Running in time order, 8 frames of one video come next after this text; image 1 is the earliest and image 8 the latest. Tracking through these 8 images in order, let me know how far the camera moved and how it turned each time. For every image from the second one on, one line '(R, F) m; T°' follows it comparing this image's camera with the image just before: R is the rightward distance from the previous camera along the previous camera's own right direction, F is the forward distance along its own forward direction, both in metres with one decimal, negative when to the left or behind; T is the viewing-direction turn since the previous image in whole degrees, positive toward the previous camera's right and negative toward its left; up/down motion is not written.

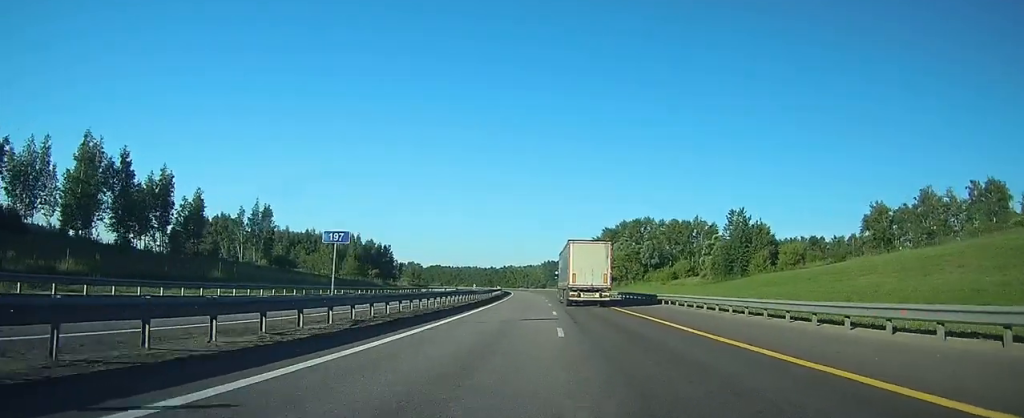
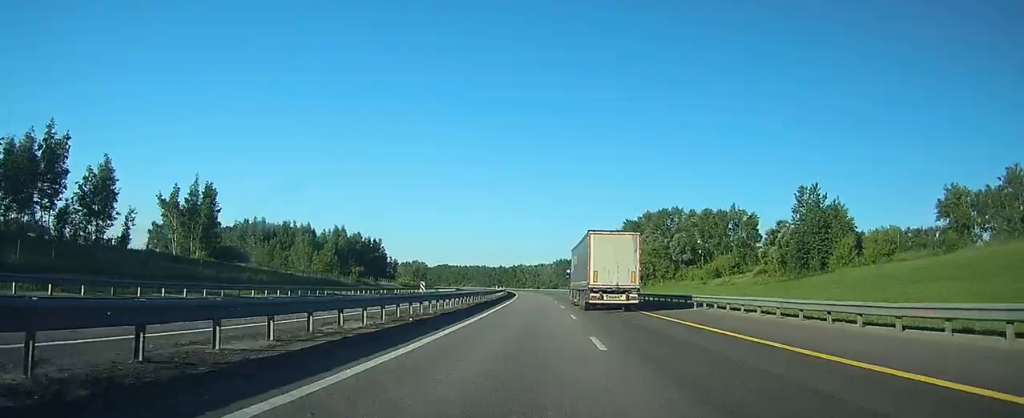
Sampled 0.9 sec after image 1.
(-0.3, +26.9) m; -1°
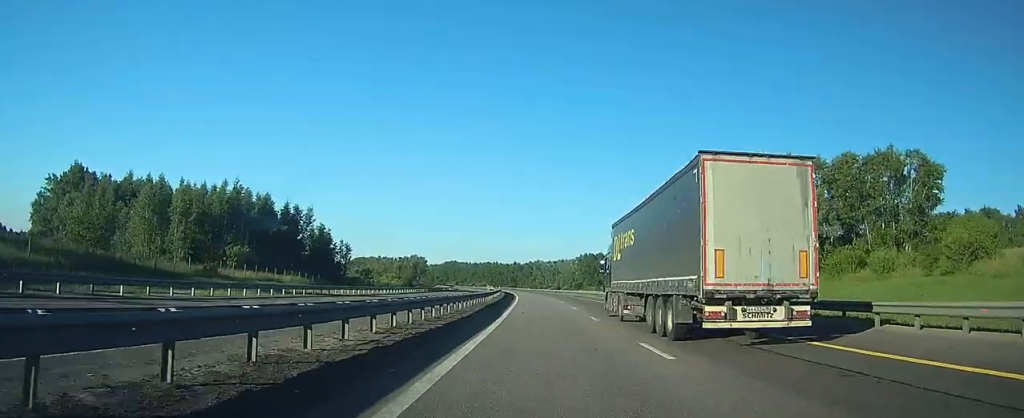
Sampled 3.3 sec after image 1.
(-2.1, +72.2) m; -3°
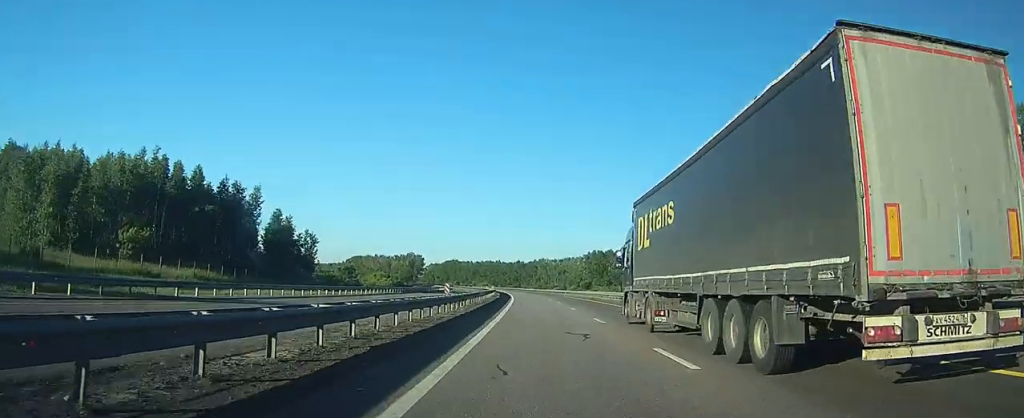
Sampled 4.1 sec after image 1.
(0.0, +25.2) m; -1°
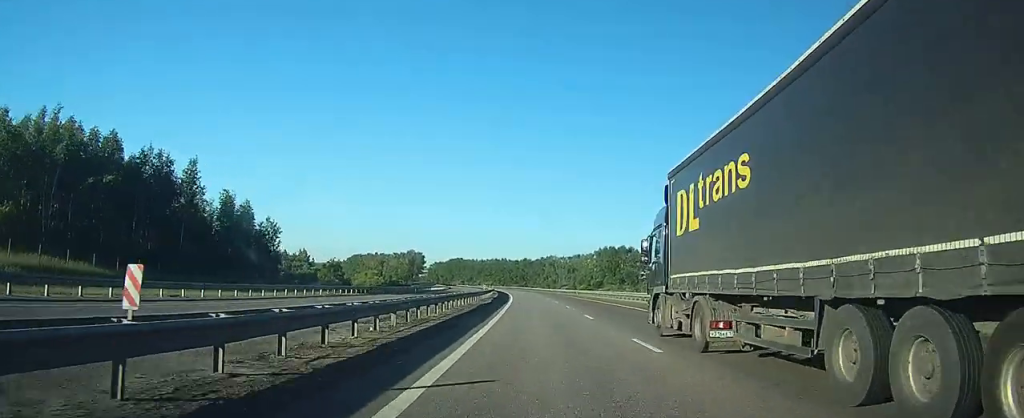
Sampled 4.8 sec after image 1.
(-0.1, +21.3) m; -1°
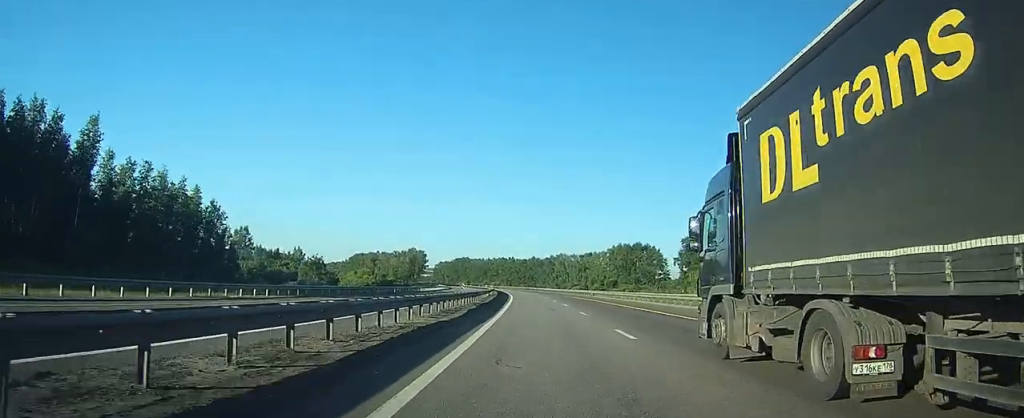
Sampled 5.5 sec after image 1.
(-0.1, +21.3) m; -1°
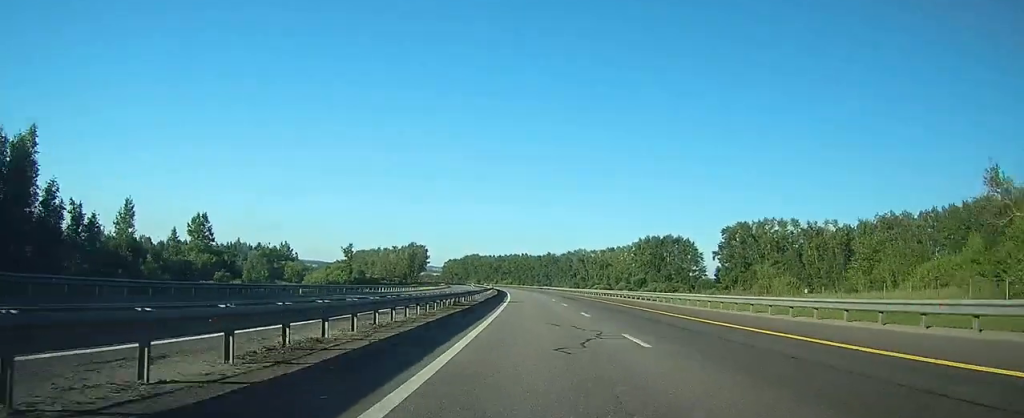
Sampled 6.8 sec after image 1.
(-0.4, +37.9) m; -1°
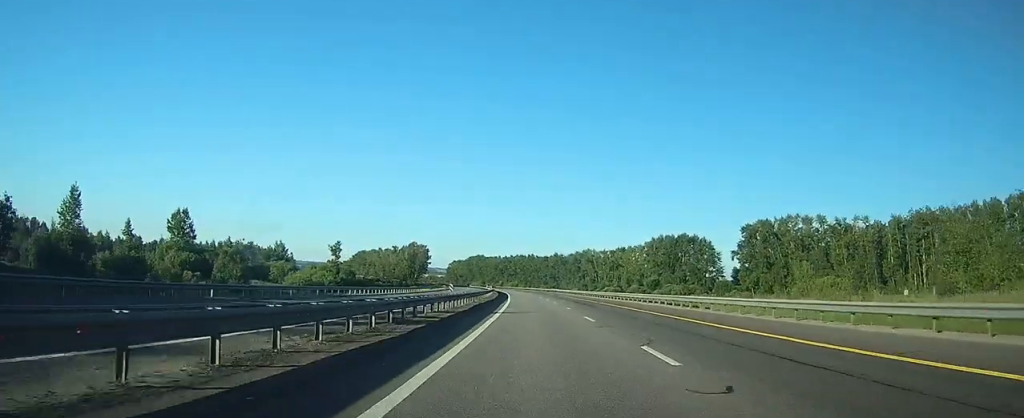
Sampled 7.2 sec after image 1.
(0.0, +14.4) m; -1°
